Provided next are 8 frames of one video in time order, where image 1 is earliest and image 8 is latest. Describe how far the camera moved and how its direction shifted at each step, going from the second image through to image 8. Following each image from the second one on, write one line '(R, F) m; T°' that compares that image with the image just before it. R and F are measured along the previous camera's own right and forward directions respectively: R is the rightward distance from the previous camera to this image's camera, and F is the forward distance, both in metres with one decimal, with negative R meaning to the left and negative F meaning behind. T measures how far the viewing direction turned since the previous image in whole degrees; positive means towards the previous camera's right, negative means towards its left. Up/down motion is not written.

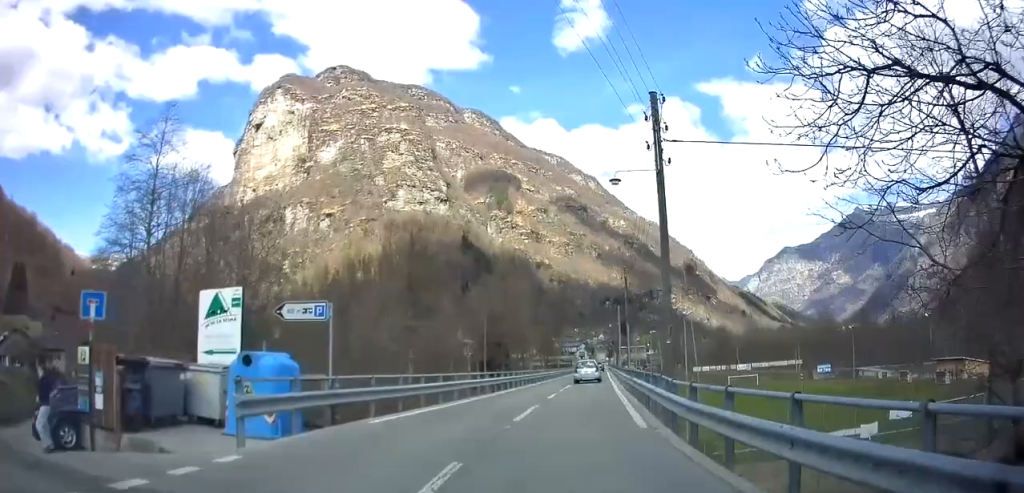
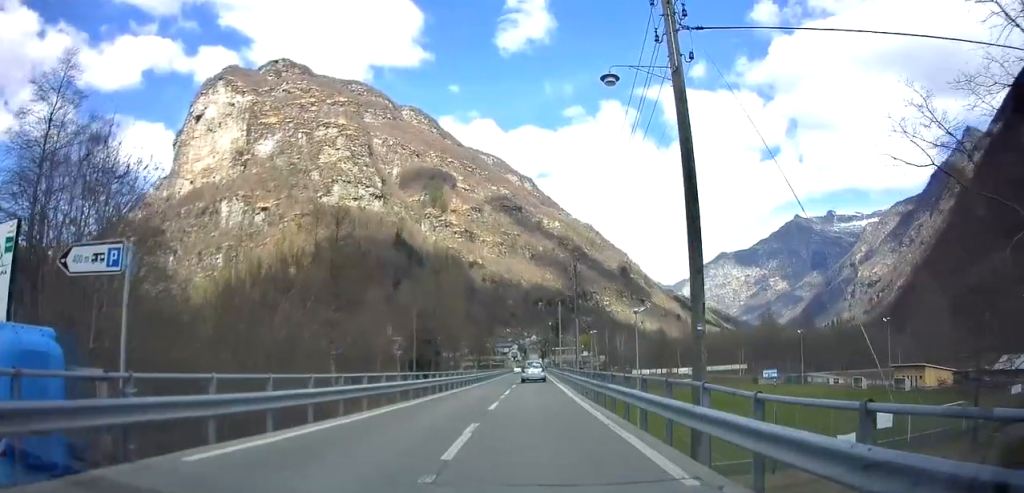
(0.0, +5.1) m; +6°
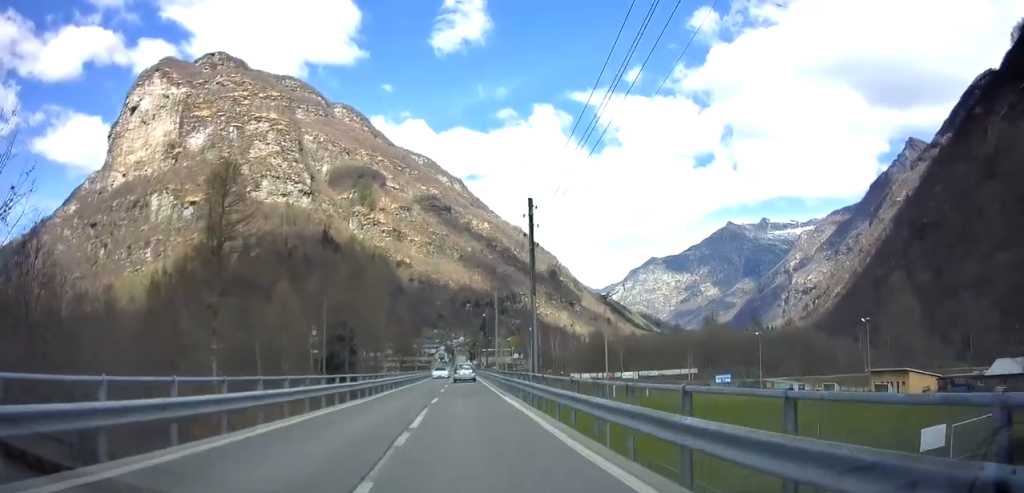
(+1.4, +12.0) m; +9°
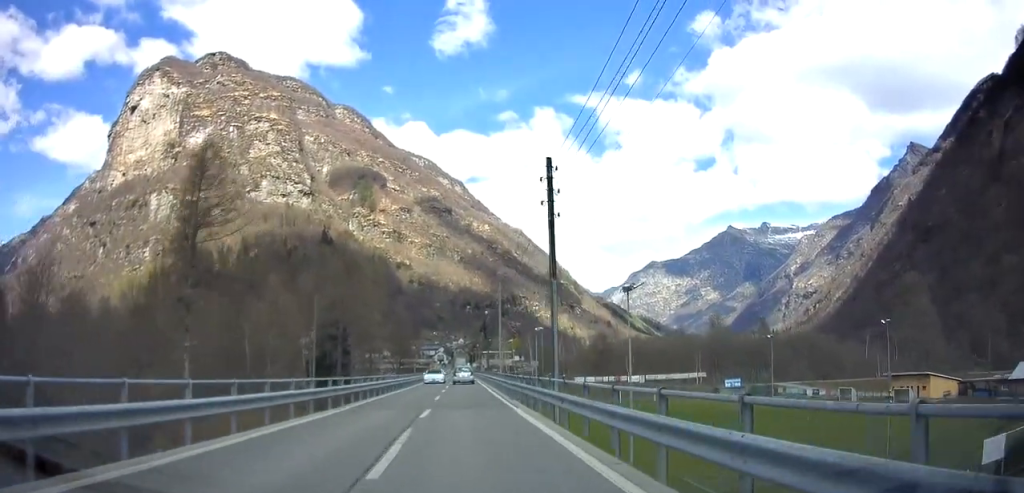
(0.0, +5.1) m; +1°
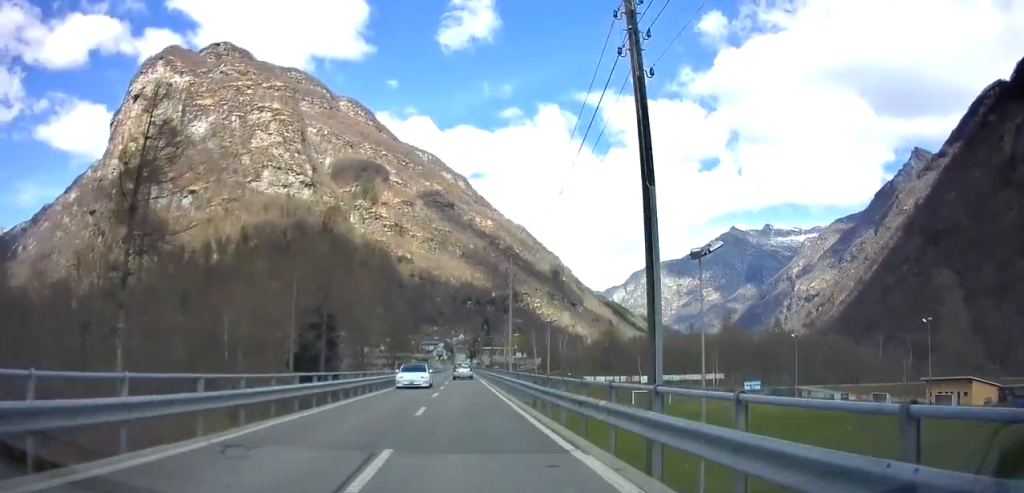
(+0.1, +9.0) m; +1°
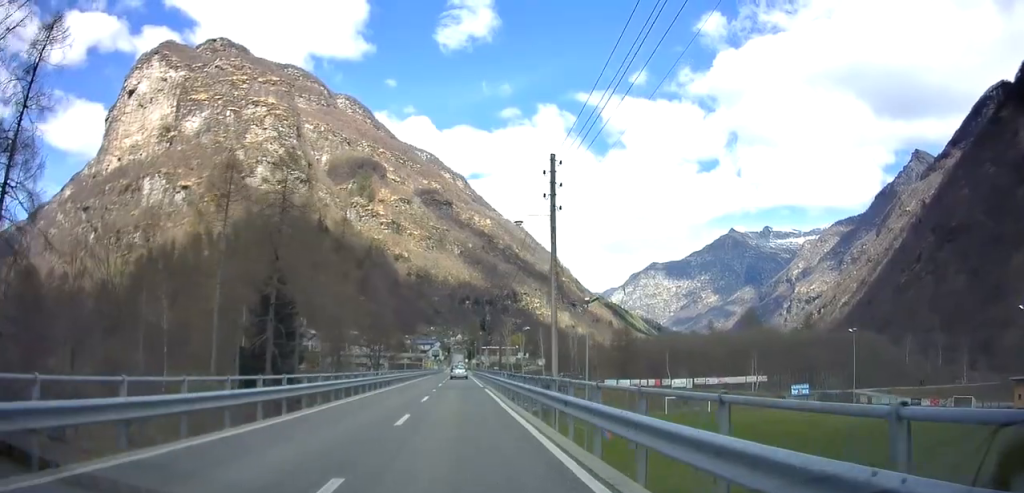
(+0.1, +17.6) m; +1°
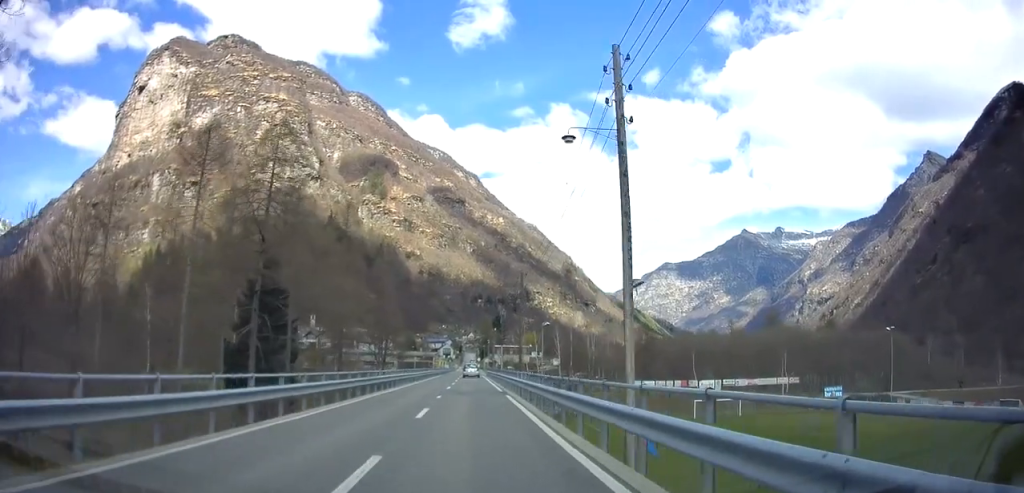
(0.0, +6.0) m; 0°
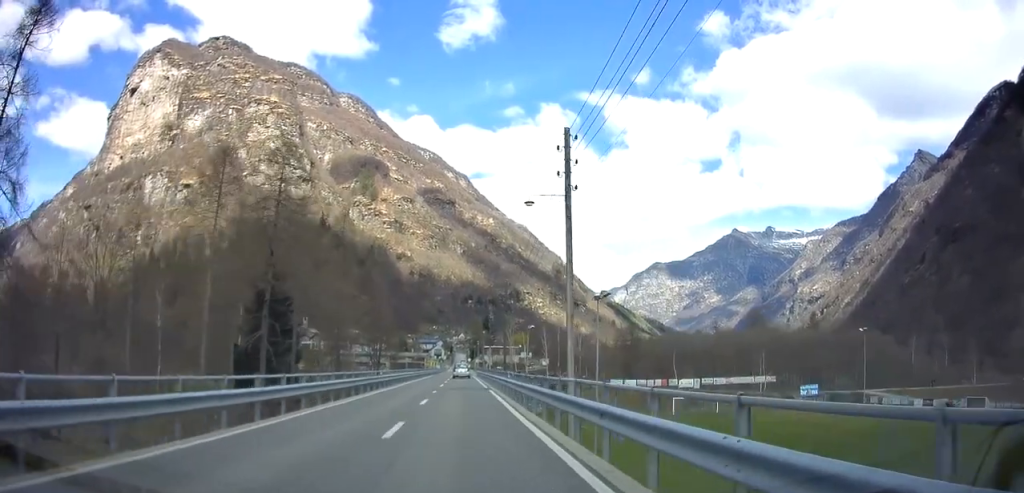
(0.0, +5.1) m; 0°
